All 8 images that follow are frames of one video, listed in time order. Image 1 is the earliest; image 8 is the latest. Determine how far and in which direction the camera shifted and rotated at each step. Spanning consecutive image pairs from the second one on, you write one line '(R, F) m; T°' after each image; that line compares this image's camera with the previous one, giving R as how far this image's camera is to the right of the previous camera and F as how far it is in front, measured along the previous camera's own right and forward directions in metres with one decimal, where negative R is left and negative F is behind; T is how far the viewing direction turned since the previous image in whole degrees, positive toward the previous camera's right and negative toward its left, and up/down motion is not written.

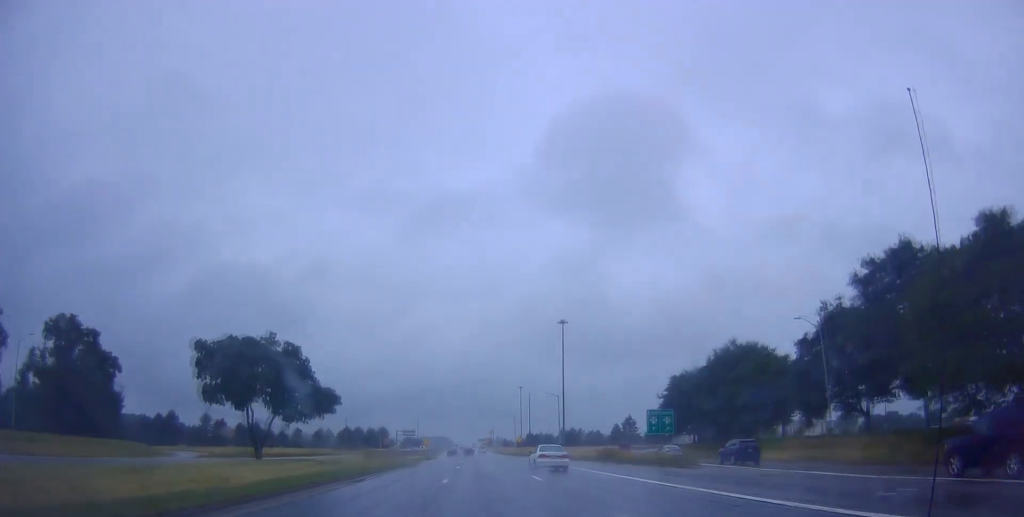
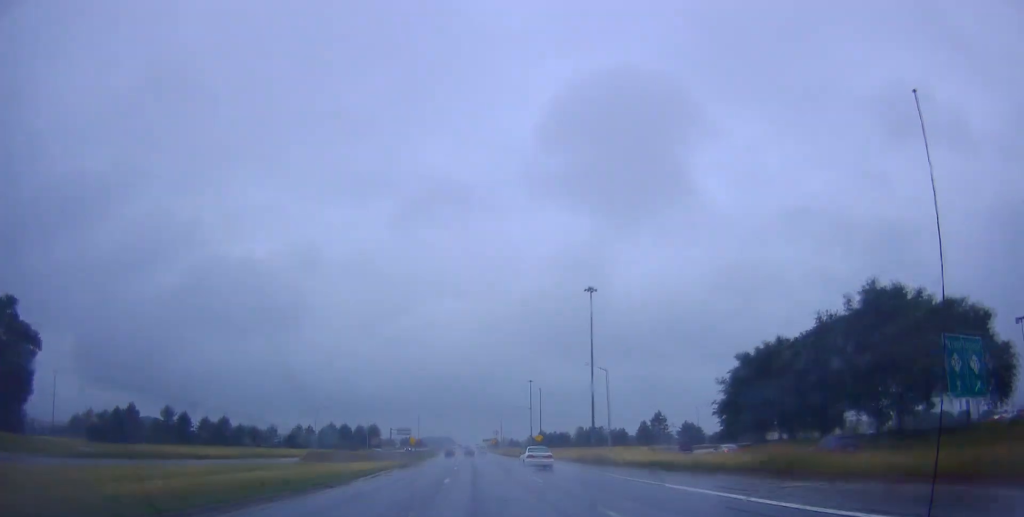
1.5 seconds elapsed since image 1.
(-0.4, +30.8) m; 0°
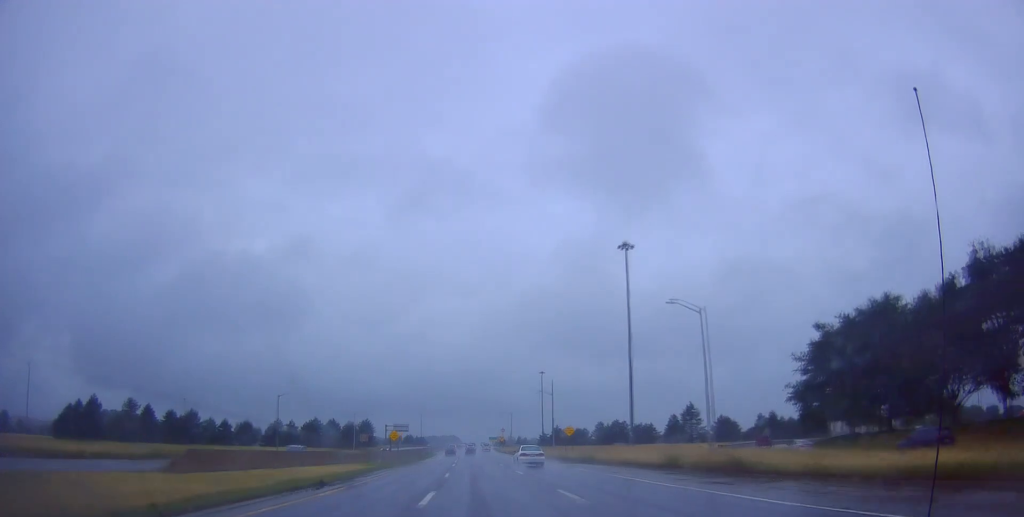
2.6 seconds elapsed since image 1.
(+0.5, +24.6) m; +1°
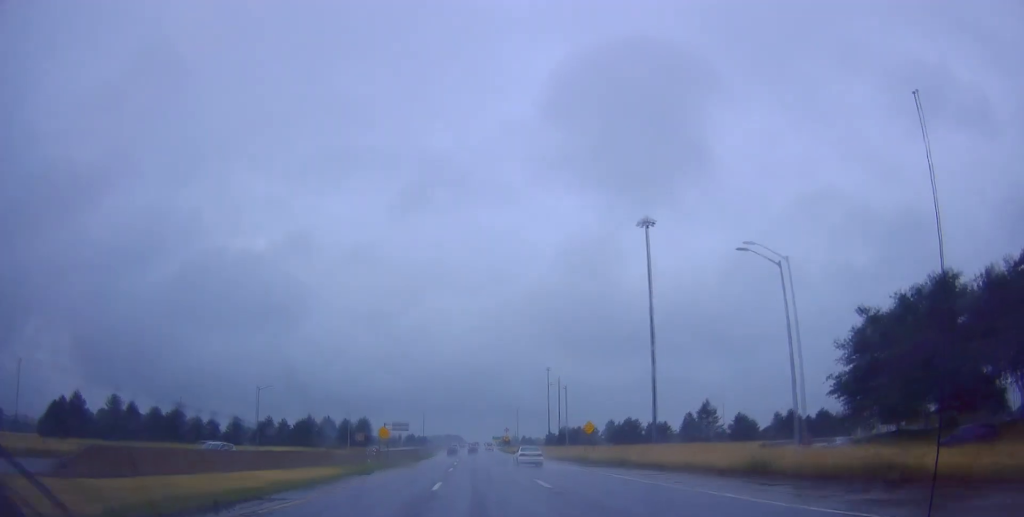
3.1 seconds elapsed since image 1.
(0.0, +9.8) m; 0°
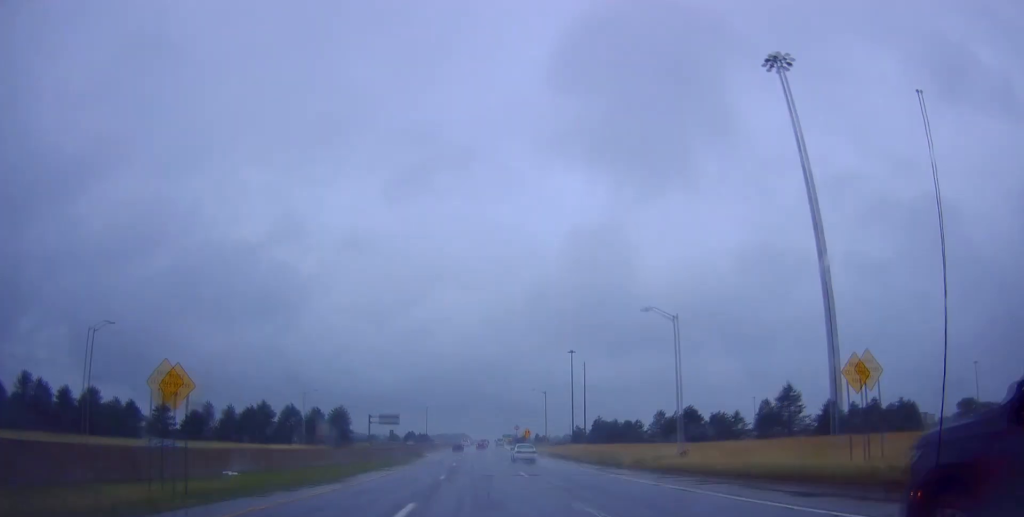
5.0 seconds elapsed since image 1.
(-0.9, +39.7) m; -3°
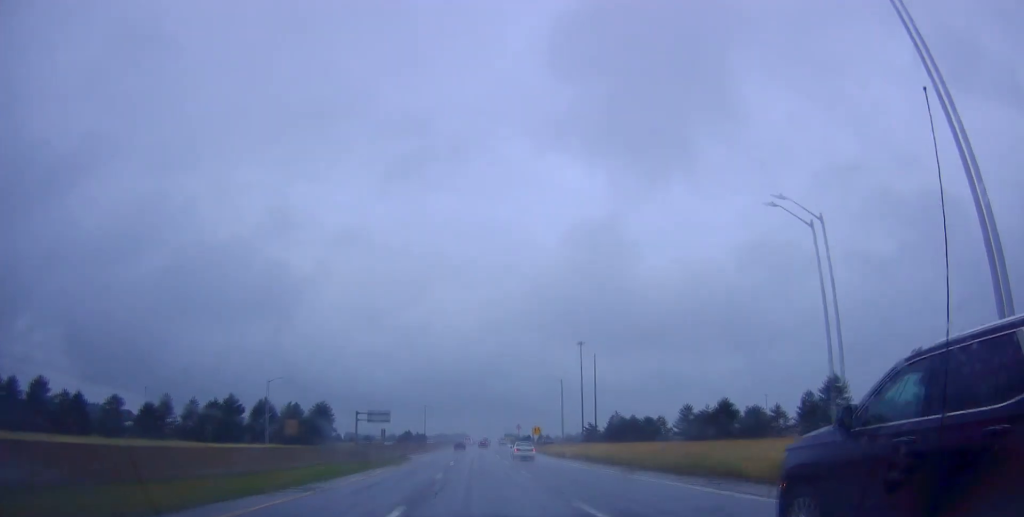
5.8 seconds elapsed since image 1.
(-0.1, +16.8) m; +1°
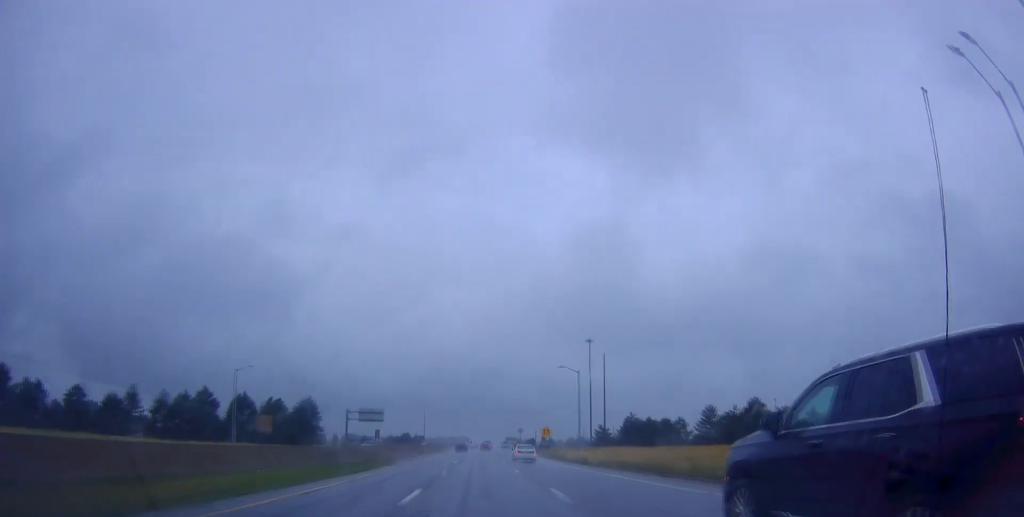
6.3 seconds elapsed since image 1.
(0.0, +11.2) m; +1°
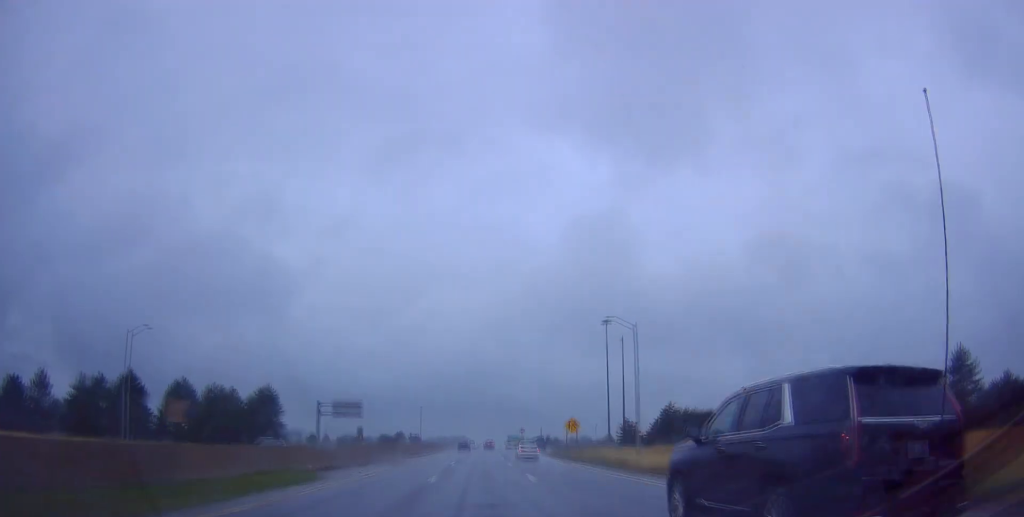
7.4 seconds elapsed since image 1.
(+0.4, +22.5) m; -1°
